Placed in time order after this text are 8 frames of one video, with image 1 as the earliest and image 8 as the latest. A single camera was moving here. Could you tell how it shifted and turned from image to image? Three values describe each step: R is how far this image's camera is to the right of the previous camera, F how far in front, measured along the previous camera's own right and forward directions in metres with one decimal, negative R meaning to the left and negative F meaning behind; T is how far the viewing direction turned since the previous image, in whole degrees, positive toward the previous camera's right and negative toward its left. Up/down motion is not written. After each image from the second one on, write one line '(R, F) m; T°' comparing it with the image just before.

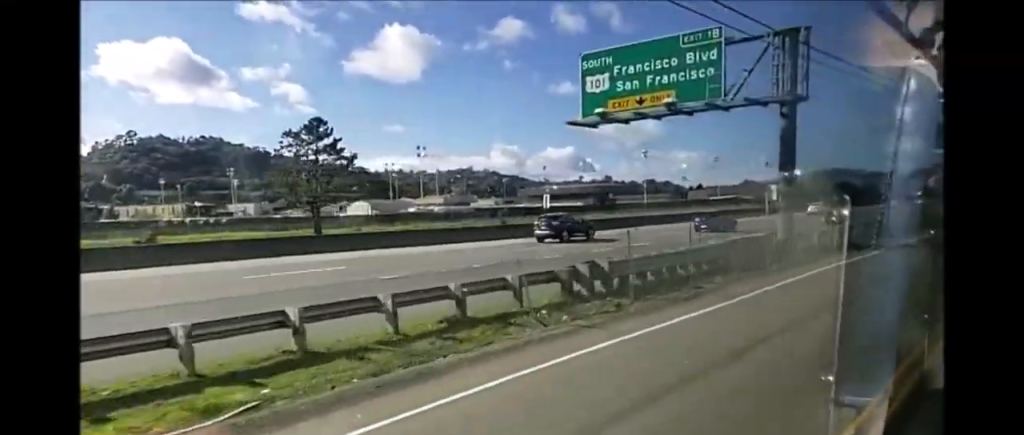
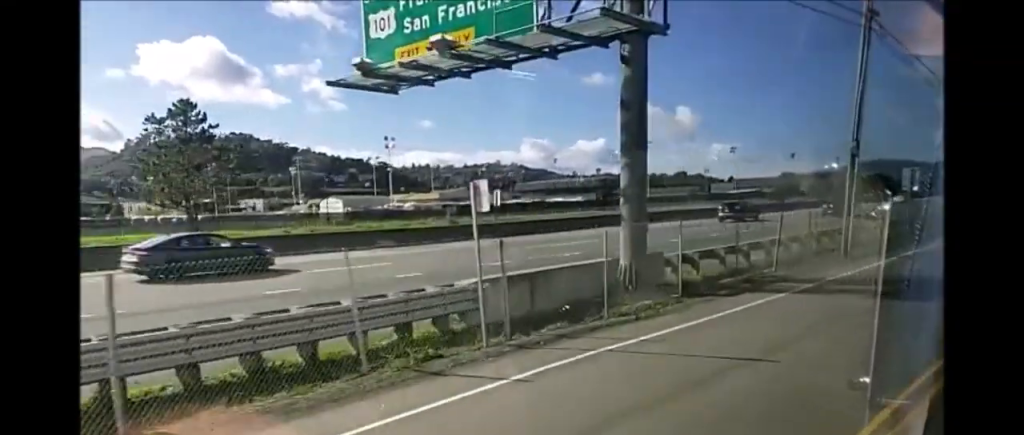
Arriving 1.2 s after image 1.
(-0.2, +17.5) m; -2°
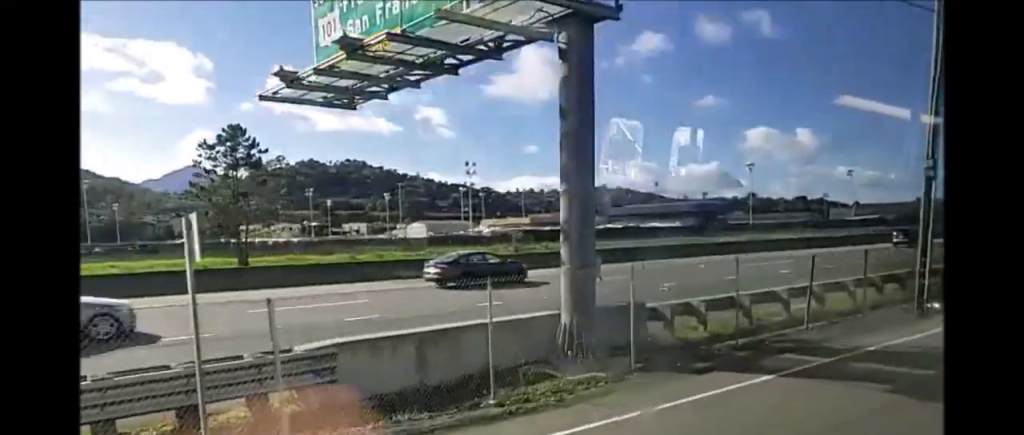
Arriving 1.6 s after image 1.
(-0.1, +6.4) m; 0°
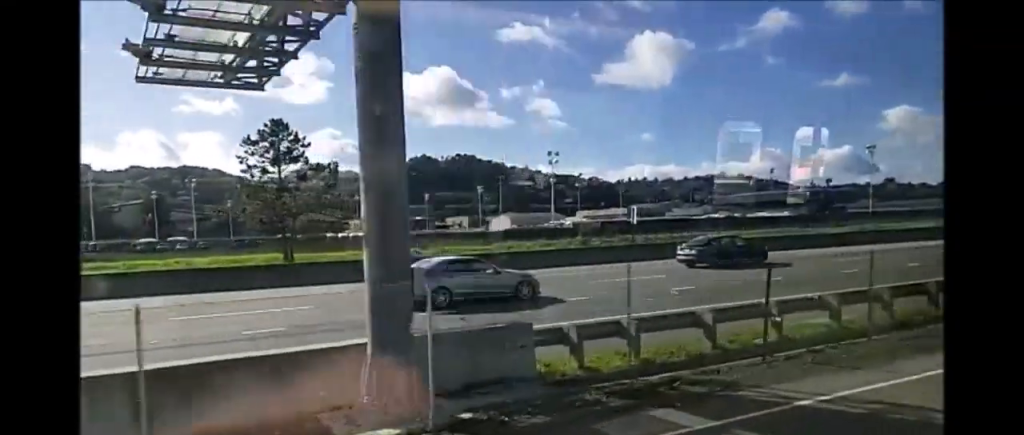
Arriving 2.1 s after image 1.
(-0.1, +5.9) m; 0°
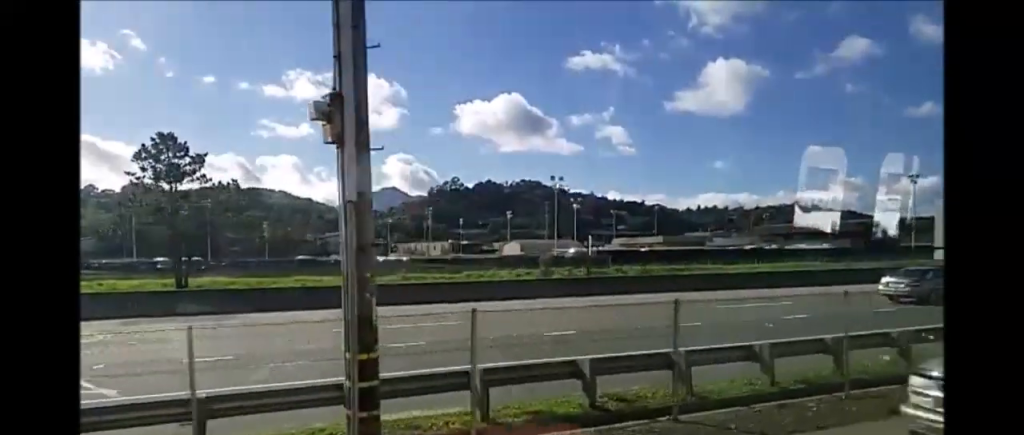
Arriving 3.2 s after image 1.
(+0.1, +13.4) m; +1°
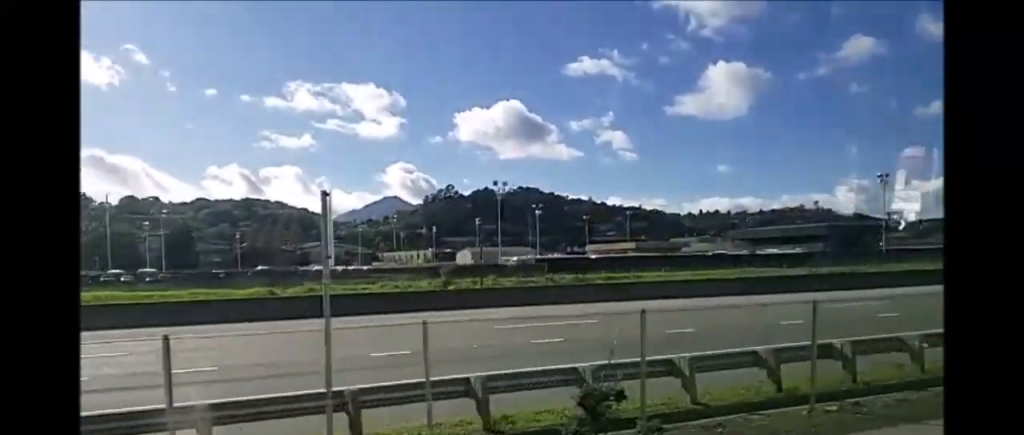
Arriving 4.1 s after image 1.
(+0.1, +10.0) m; -2°
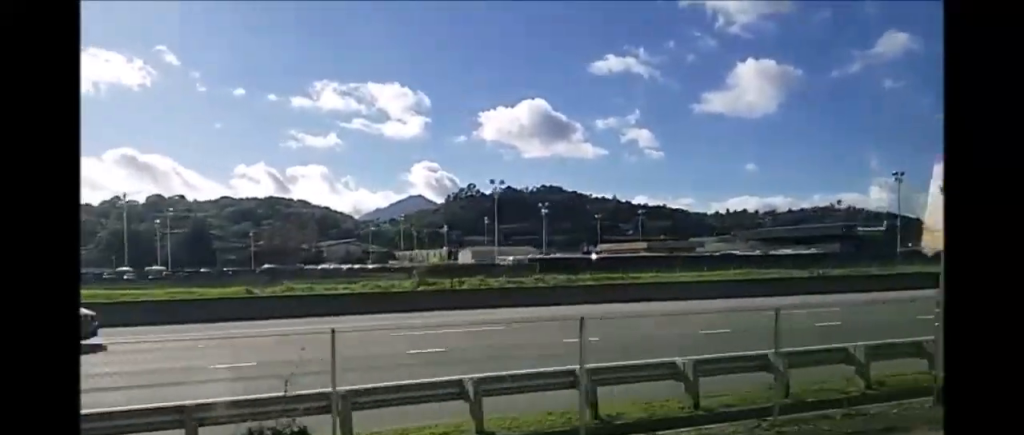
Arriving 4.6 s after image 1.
(0.0, +5.0) m; -1°
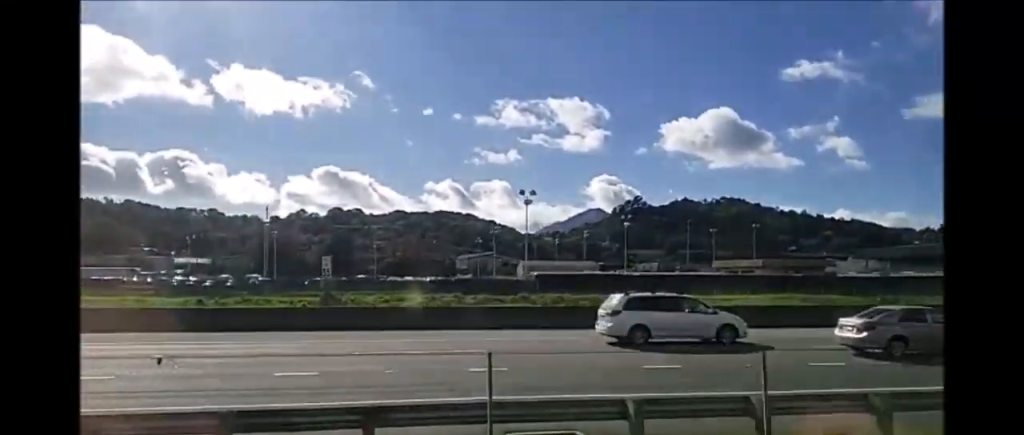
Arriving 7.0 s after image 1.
(+0.8, +22.1) m; +6°
